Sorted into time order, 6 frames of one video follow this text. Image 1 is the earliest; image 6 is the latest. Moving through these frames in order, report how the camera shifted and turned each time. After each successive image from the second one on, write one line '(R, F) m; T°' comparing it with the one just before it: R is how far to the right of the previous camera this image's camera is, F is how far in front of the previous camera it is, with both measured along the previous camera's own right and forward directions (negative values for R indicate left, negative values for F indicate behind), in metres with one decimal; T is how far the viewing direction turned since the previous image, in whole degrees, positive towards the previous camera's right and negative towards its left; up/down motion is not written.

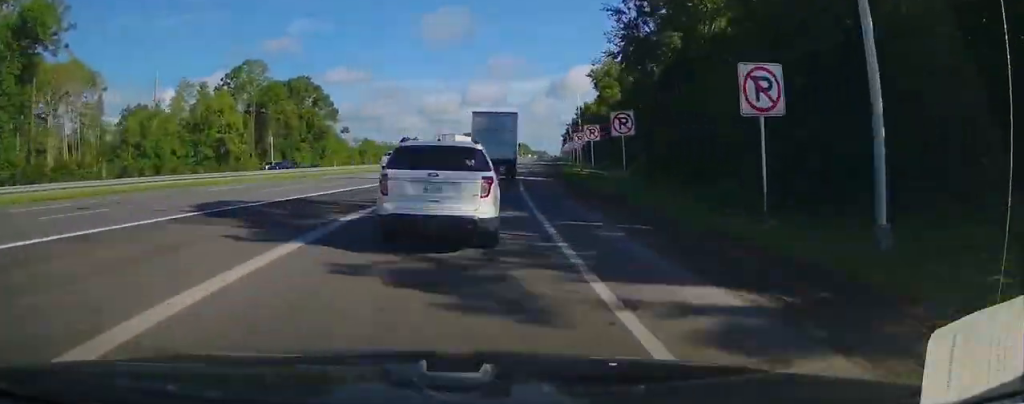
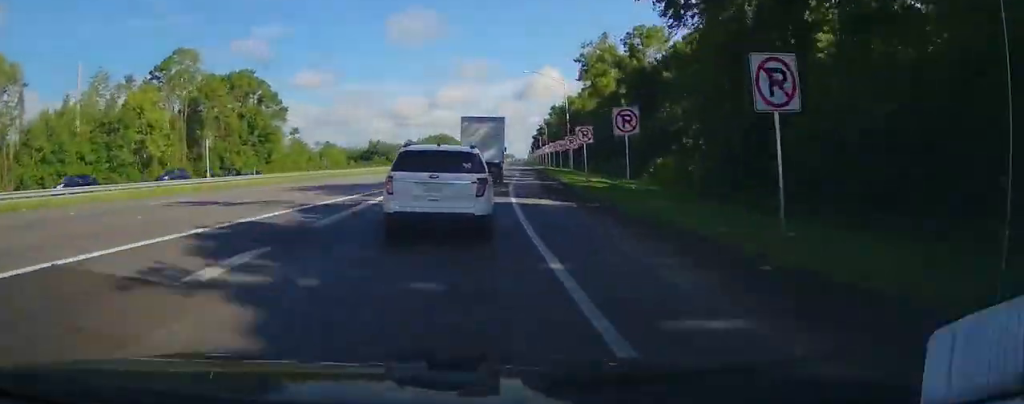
(+0.1, +19.4) m; +3°
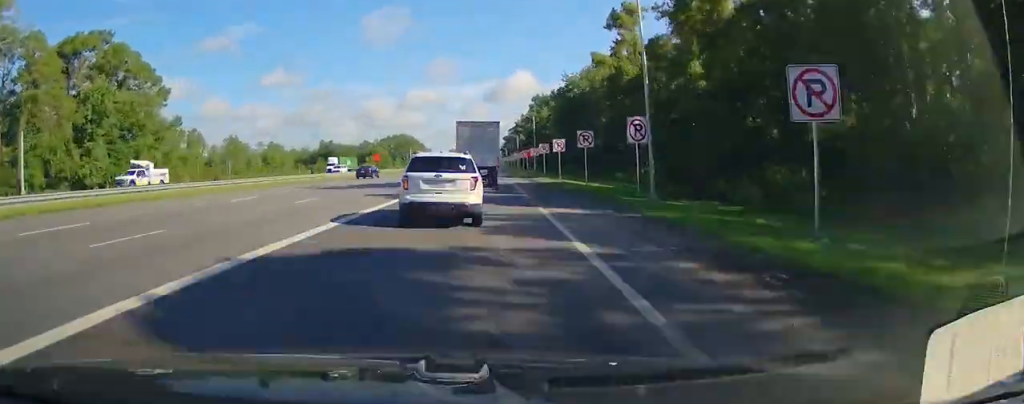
(+1.9, +52.8) m; +1°
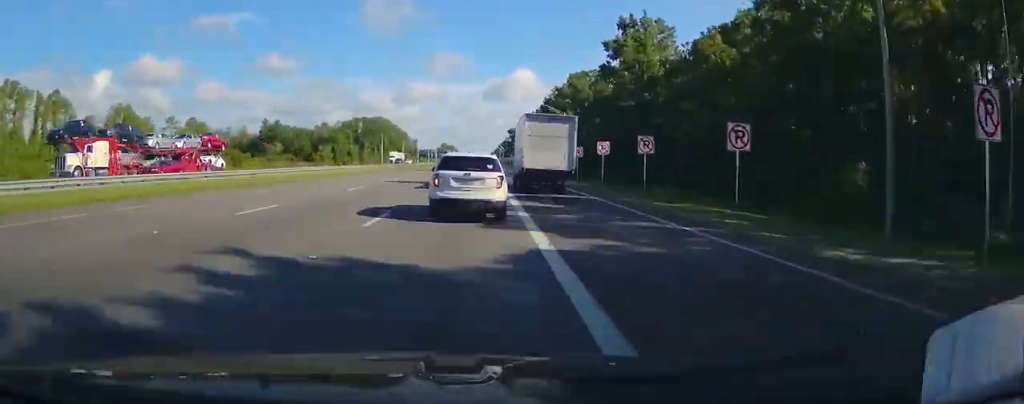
(+1.3, +105.9) m; +2°
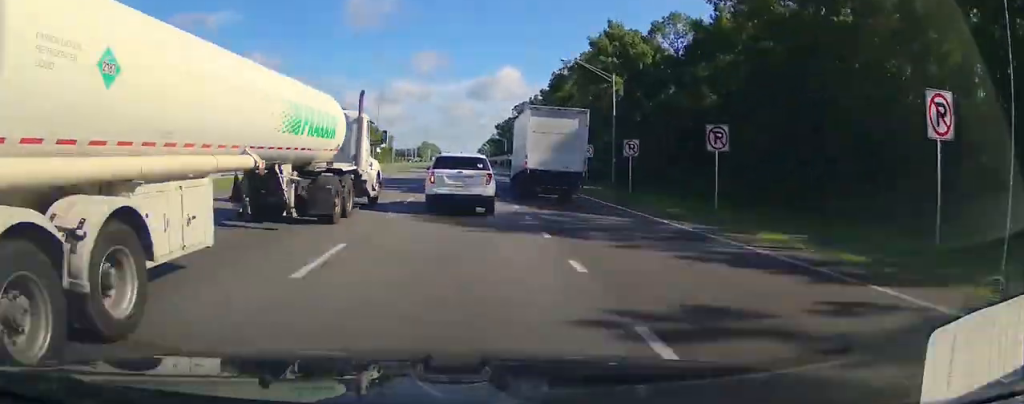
(+1.5, +46.2) m; +1°
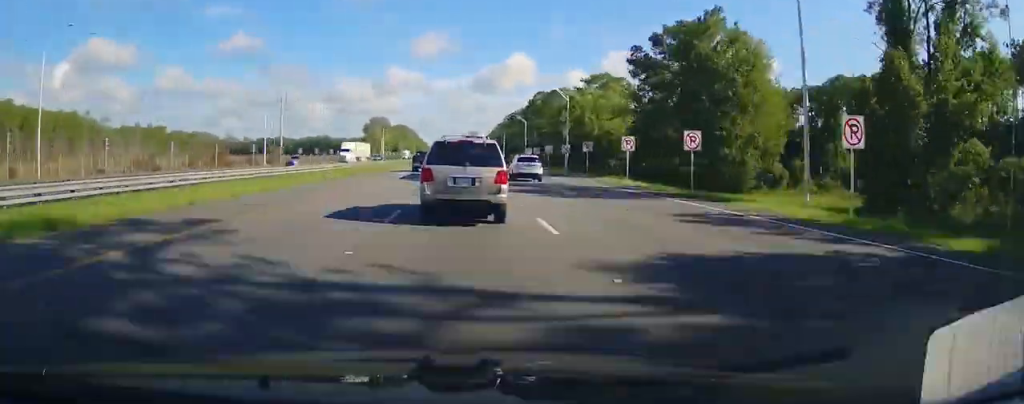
(-5.3, +347.5) m; -1°
